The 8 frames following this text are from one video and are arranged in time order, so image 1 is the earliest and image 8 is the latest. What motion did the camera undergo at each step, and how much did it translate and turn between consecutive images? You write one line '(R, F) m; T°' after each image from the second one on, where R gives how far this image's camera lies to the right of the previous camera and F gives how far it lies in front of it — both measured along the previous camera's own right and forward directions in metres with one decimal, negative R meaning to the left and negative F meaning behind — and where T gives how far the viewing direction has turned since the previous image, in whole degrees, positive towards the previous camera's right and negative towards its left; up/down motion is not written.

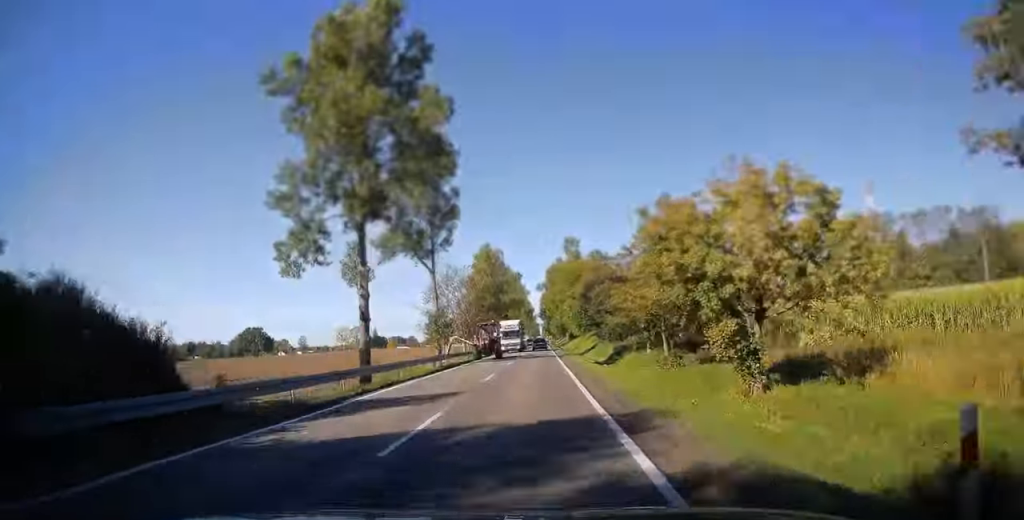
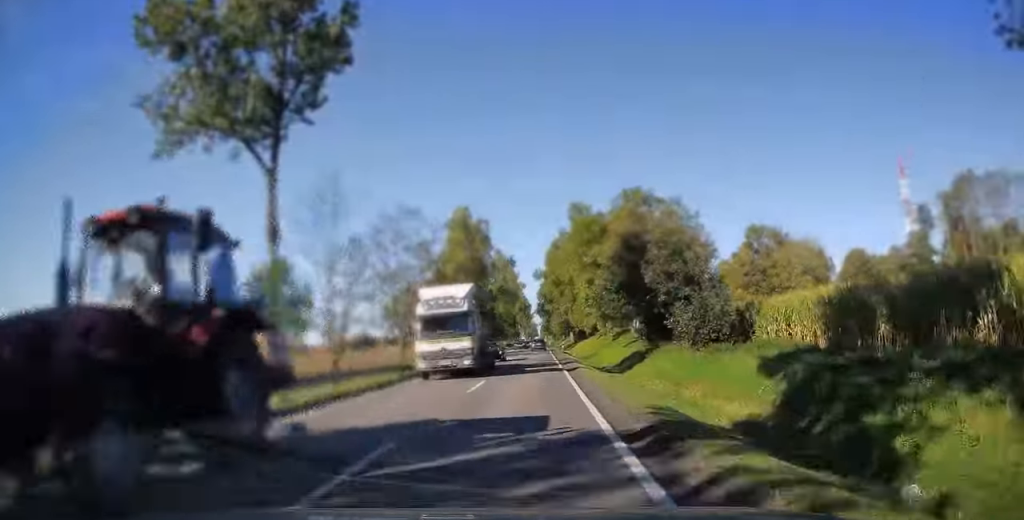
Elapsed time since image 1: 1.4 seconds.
(-0.3, +38.9) m; 0°
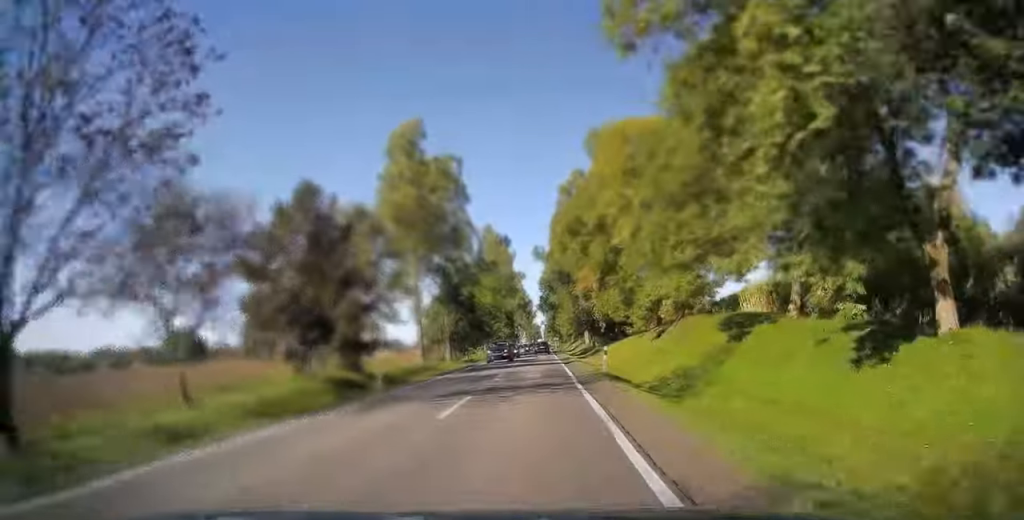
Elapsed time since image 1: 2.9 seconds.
(-0.1, +40.7) m; 0°
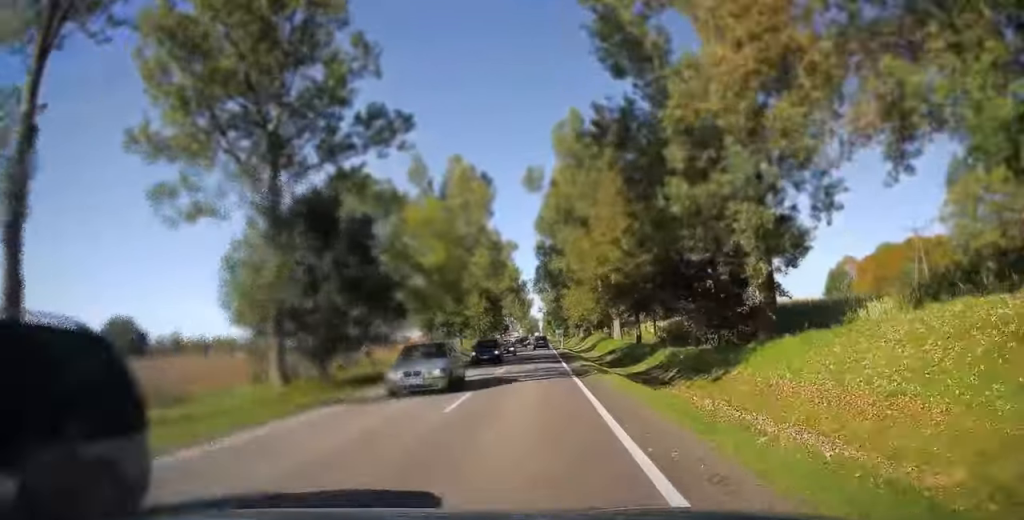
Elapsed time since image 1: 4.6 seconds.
(+0.1, +47.3) m; 0°
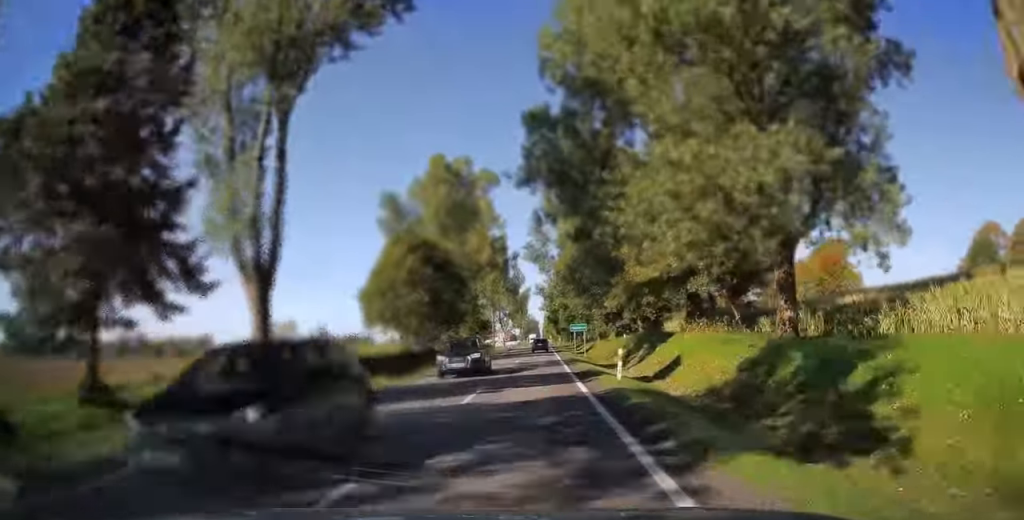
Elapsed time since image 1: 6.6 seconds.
(+0.2, +57.6) m; 0°
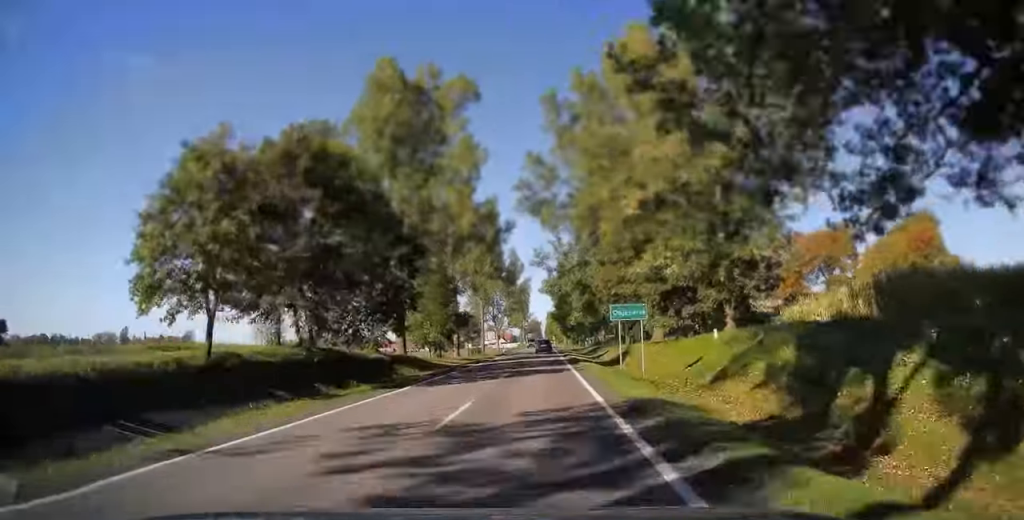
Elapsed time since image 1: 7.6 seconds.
(-0.1, +27.8) m; 0°
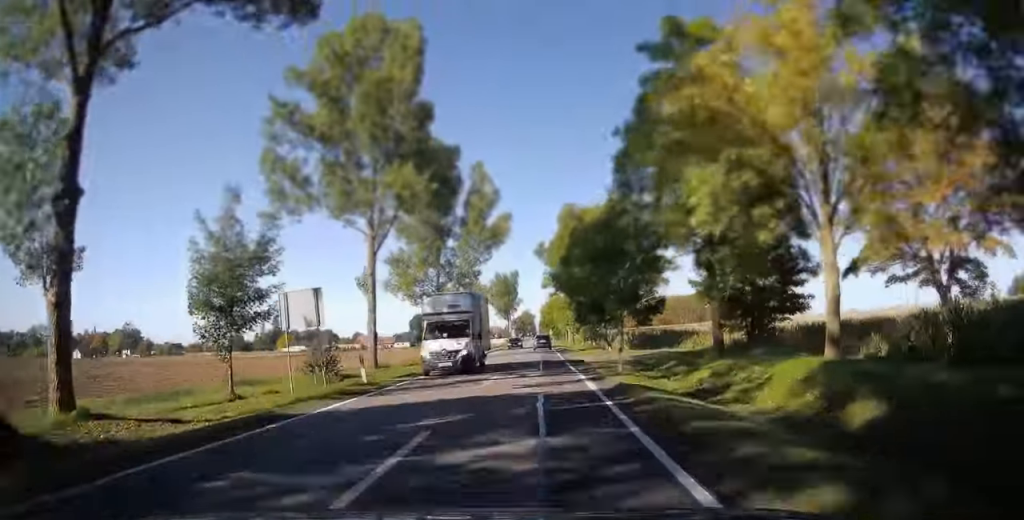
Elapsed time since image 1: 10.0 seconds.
(+0.2, +64.4) m; 0°
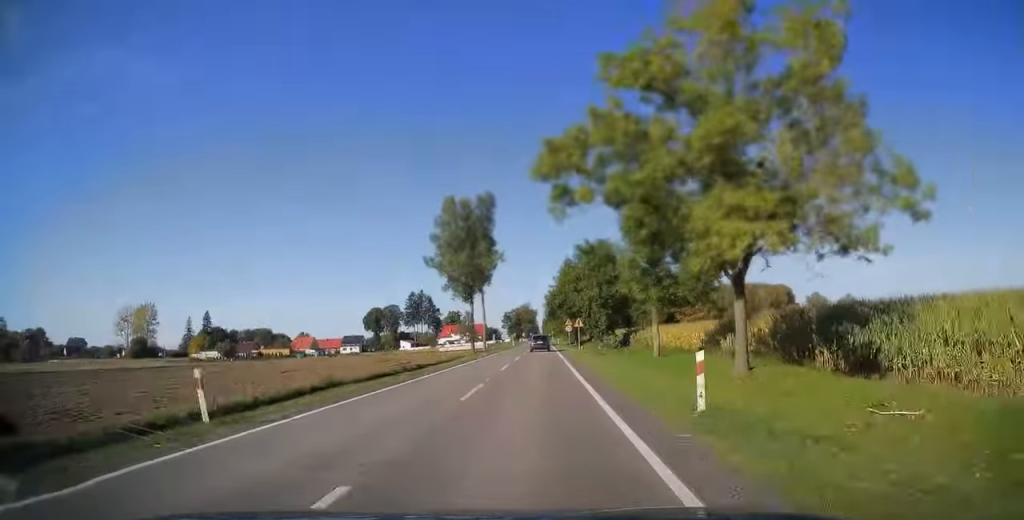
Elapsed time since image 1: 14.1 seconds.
(+0.1, +110.9) m; 0°
